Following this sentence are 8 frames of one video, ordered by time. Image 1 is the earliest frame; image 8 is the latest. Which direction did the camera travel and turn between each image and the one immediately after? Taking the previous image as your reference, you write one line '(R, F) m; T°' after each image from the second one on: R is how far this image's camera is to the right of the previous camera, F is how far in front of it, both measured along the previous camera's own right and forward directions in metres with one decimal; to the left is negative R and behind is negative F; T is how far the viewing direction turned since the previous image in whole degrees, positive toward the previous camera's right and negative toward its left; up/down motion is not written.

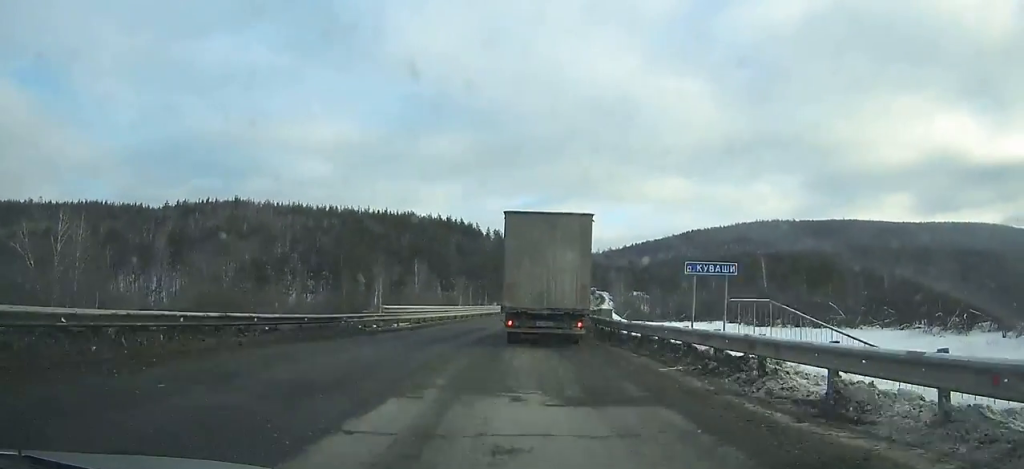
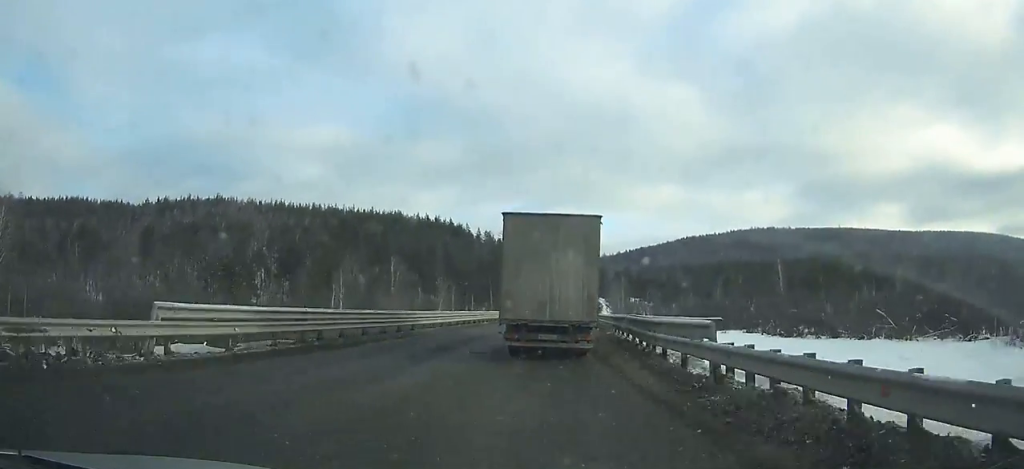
(+0.2, +19.5) m; +2°
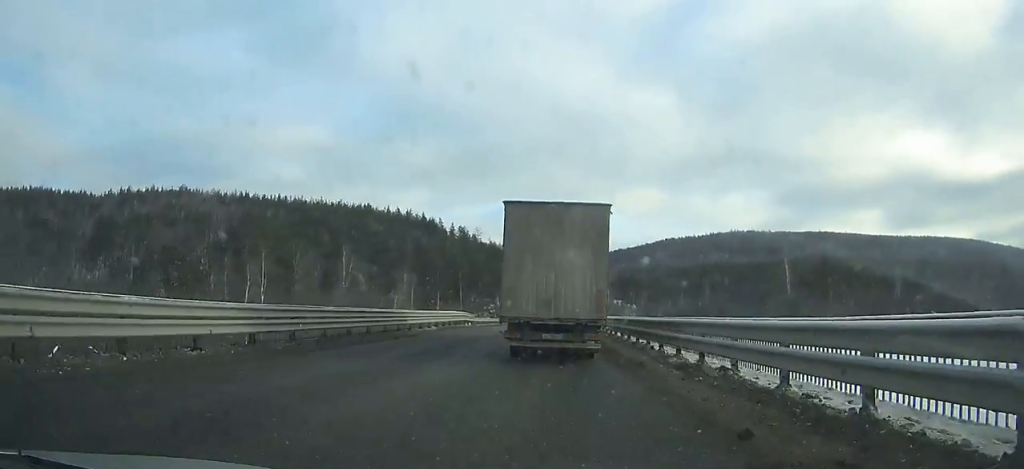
(+0.5, +19.9) m; +2°
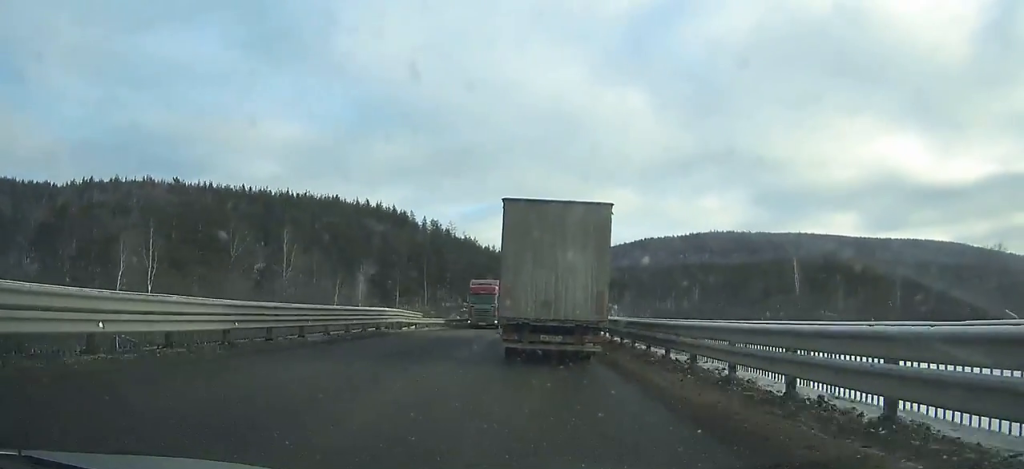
(+0.2, +18.8) m; +2°
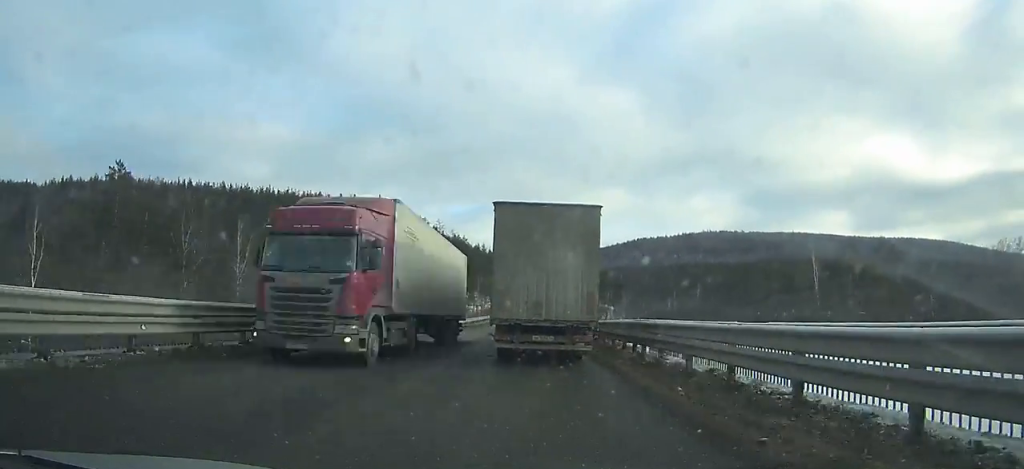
(+0.3, +14.4) m; +1°
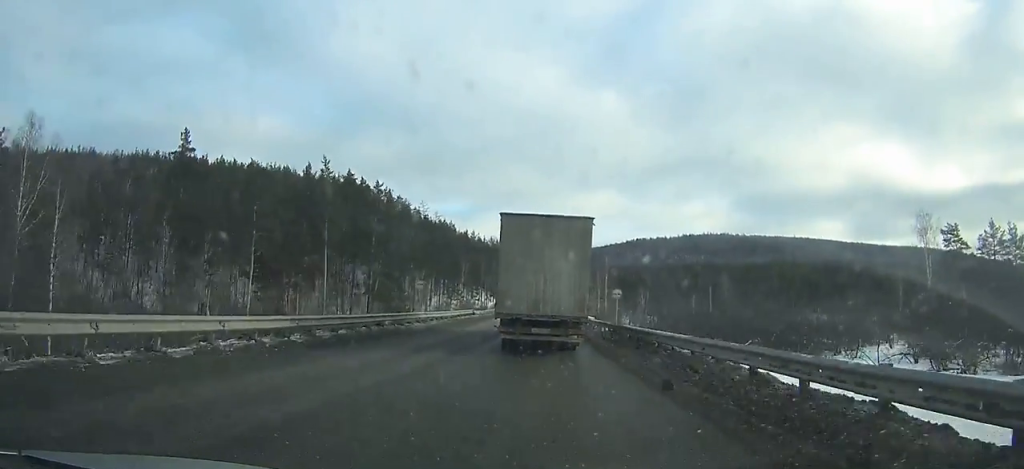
(+0.6, +41.9) m; +2°
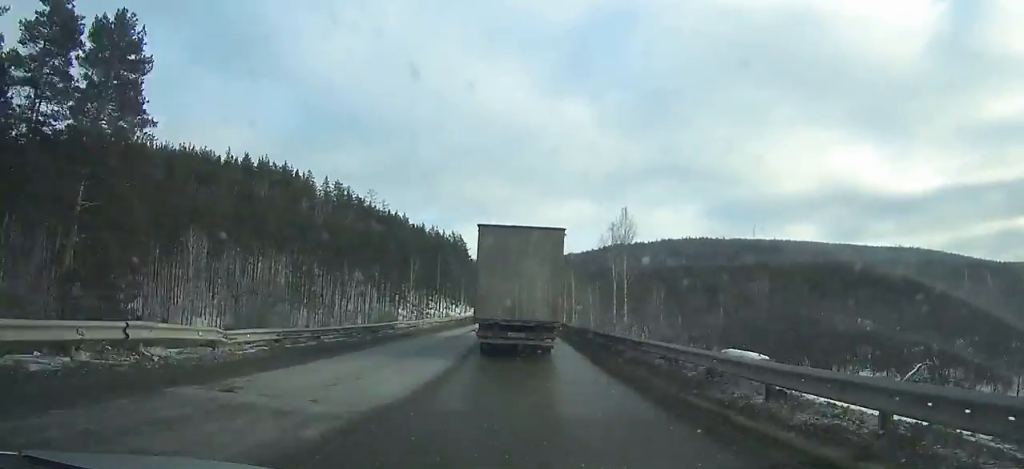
(+0.7, +46.6) m; +1°
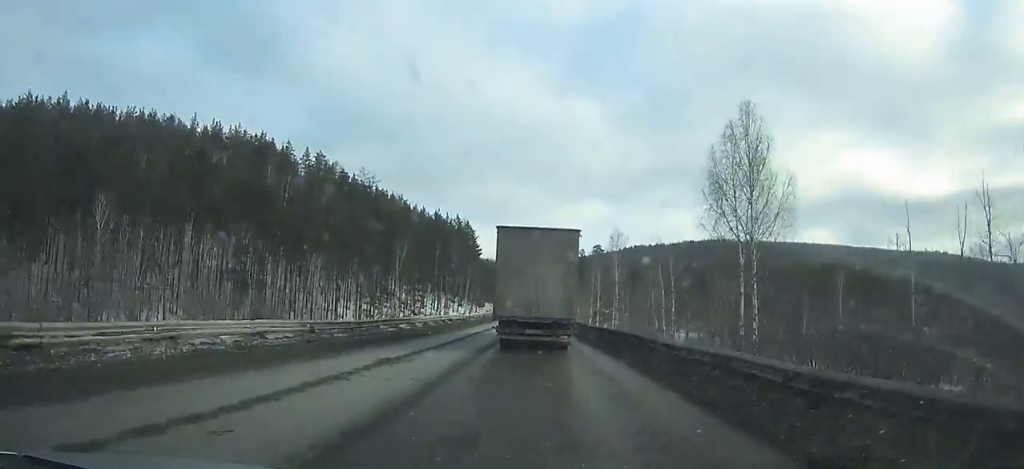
(-0.1, +32.9) m; 0°
